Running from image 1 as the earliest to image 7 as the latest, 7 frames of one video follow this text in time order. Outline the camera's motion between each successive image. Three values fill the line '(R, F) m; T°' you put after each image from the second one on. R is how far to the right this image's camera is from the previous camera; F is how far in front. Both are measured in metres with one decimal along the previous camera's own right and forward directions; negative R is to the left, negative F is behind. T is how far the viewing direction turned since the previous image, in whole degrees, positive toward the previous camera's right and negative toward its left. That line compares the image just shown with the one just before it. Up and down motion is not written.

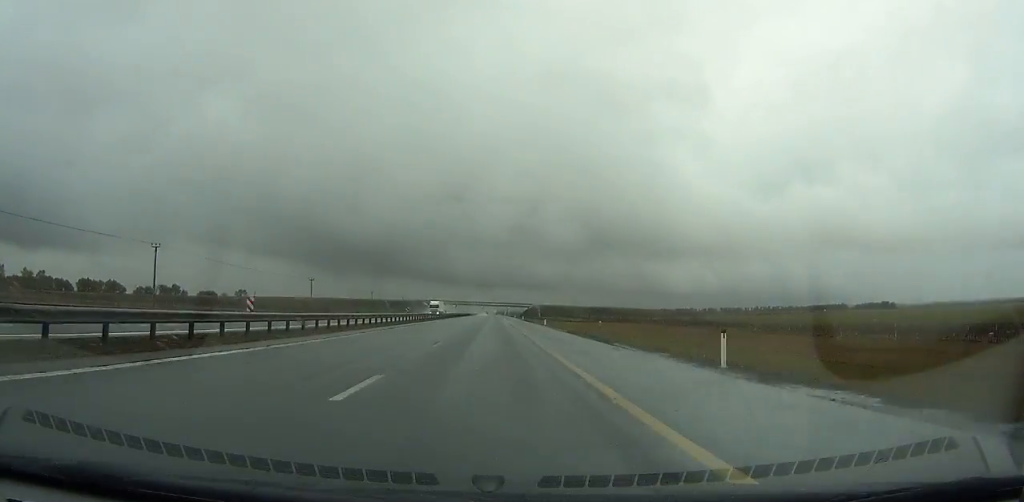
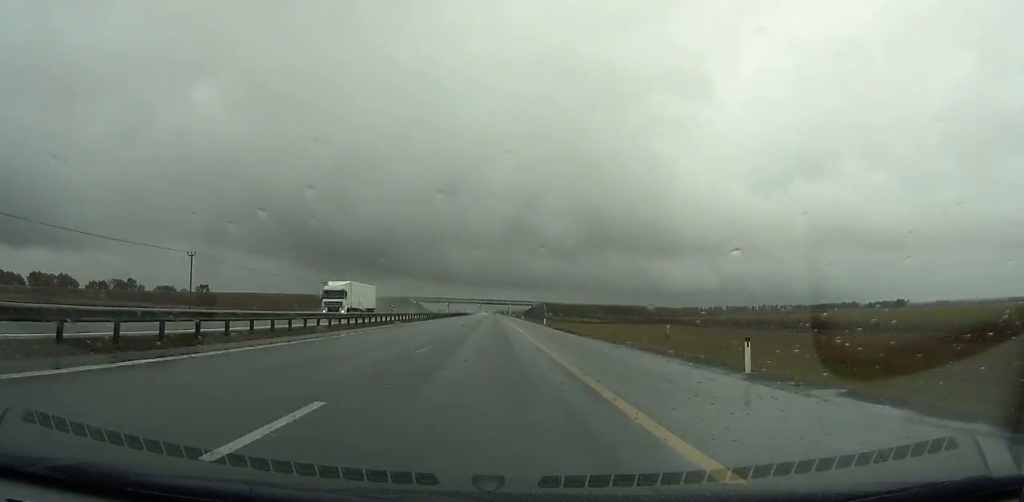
(-0.1, +51.7) m; 0°
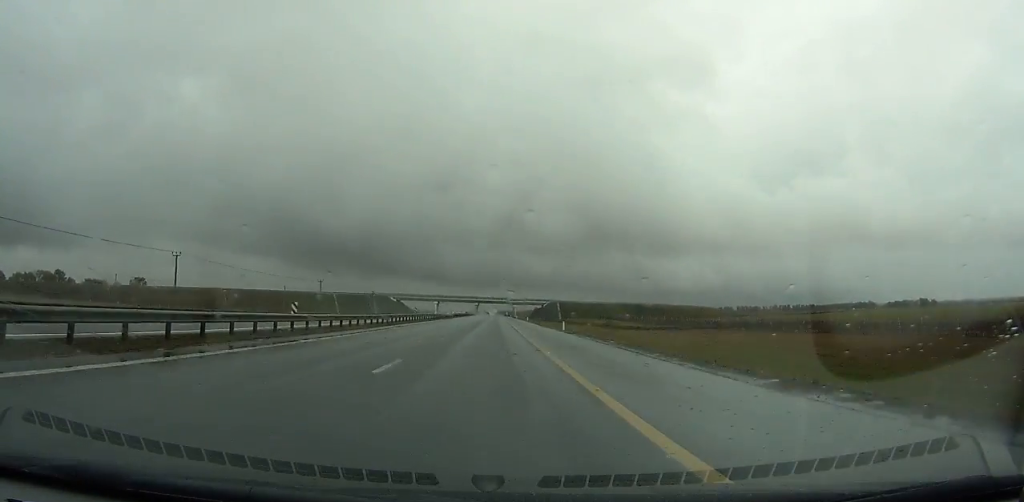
(0.0, +65.6) m; 0°
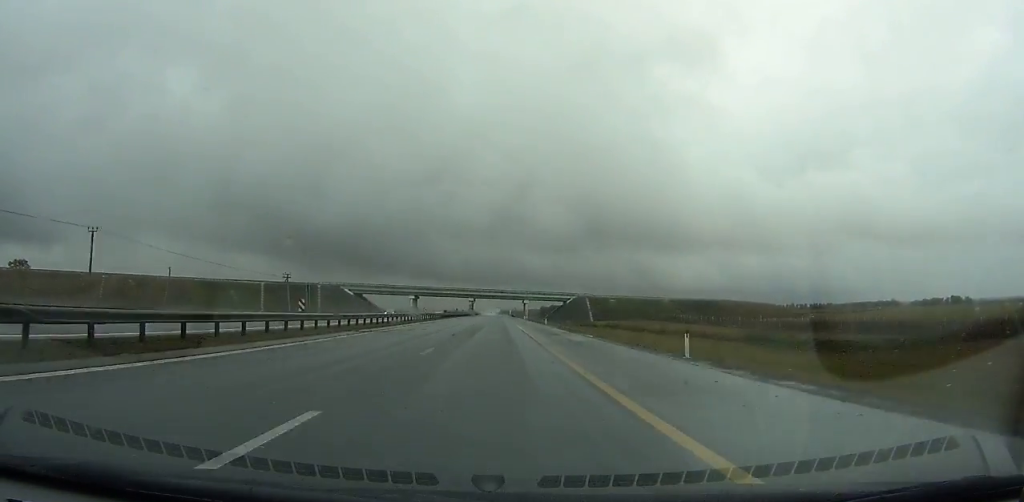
(0.0, +79.5) m; 0°
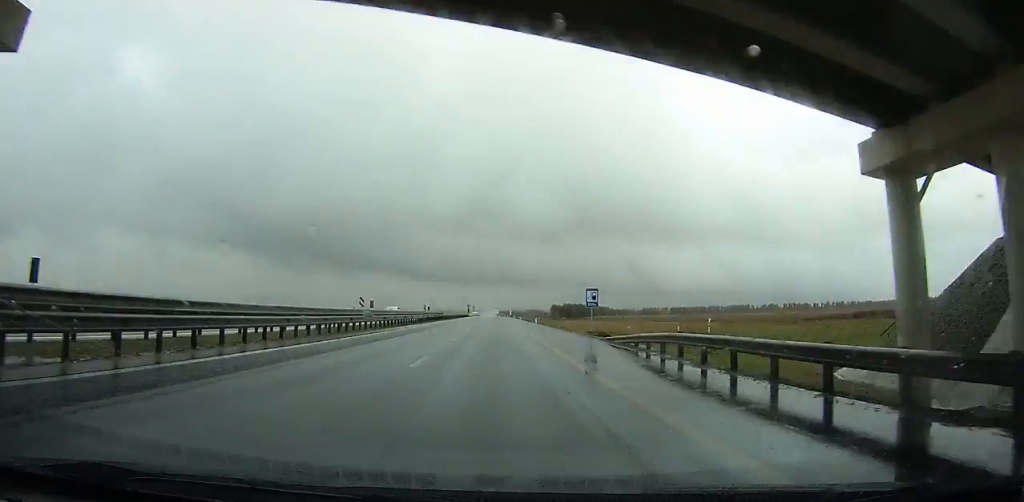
(+0.5, +183.7) m; 0°
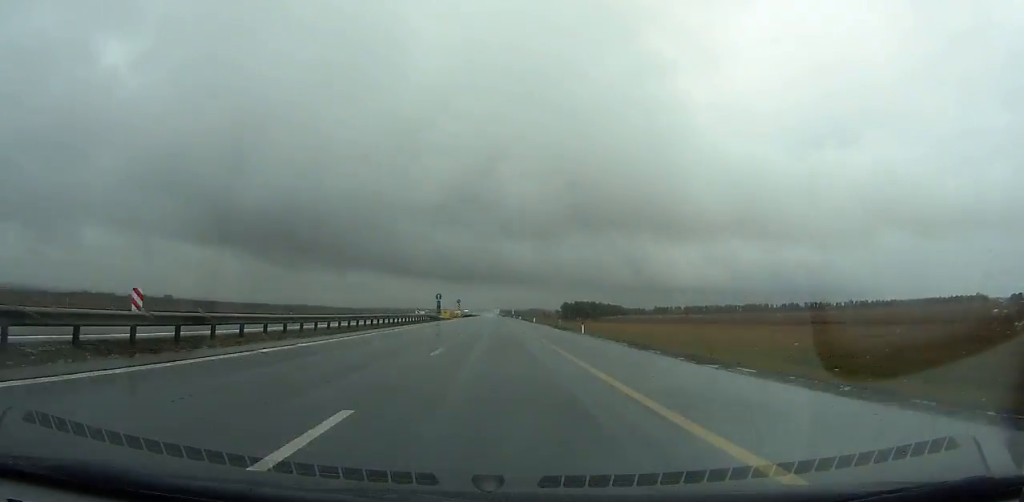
(-0.1, +93.6) m; 0°
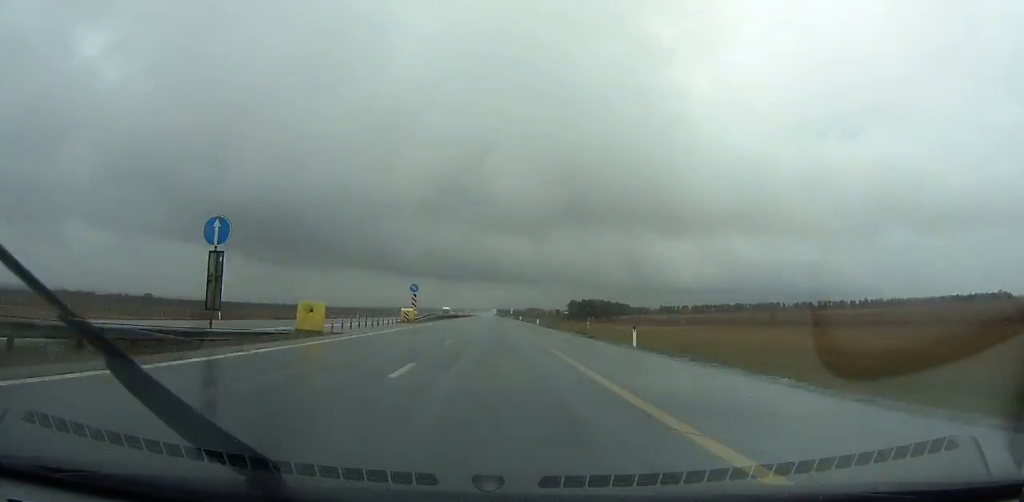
(-0.1, +65.7) m; 0°
